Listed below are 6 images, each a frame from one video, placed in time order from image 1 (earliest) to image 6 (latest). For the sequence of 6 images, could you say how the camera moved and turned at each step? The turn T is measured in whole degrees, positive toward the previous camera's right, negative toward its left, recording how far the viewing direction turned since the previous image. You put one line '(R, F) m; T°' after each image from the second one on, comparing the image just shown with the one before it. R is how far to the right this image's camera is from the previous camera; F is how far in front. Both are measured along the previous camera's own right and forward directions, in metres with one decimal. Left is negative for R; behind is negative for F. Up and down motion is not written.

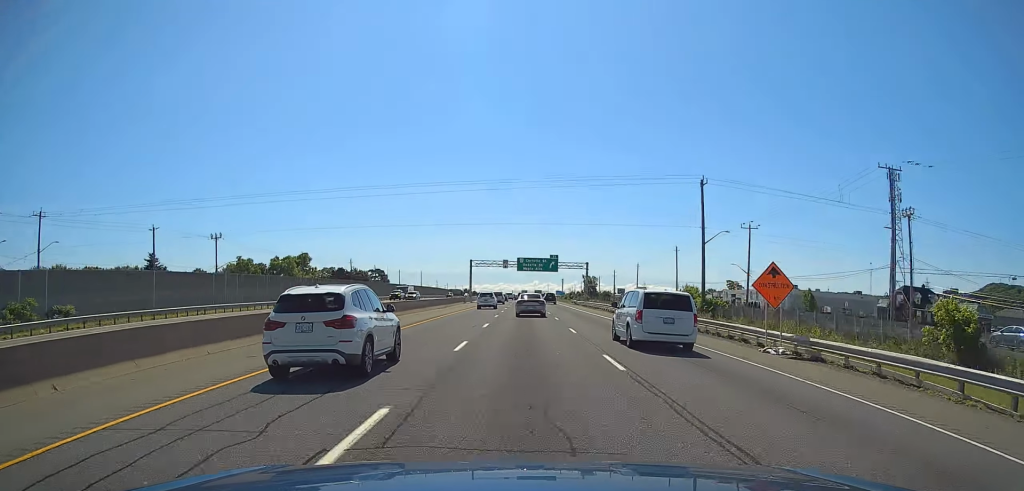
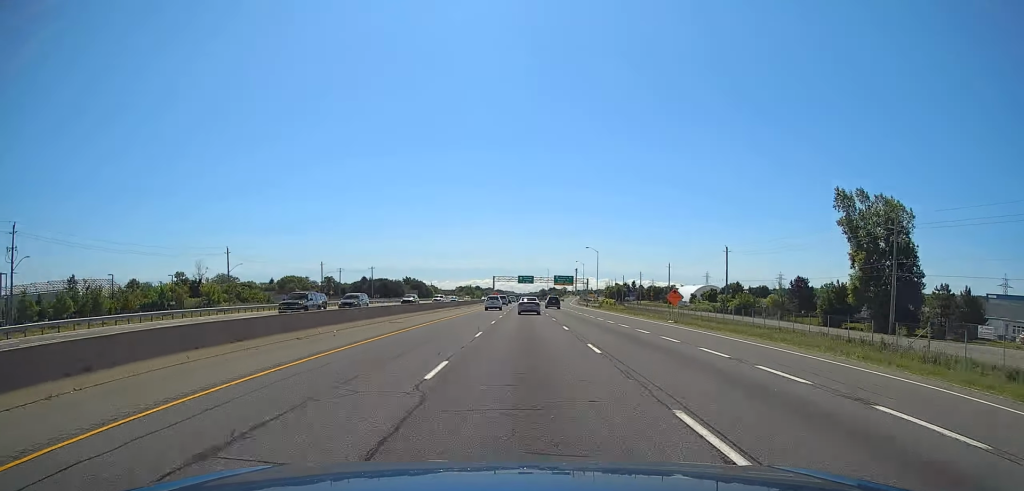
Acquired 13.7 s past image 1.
(-1.1, +357.9) m; 0°
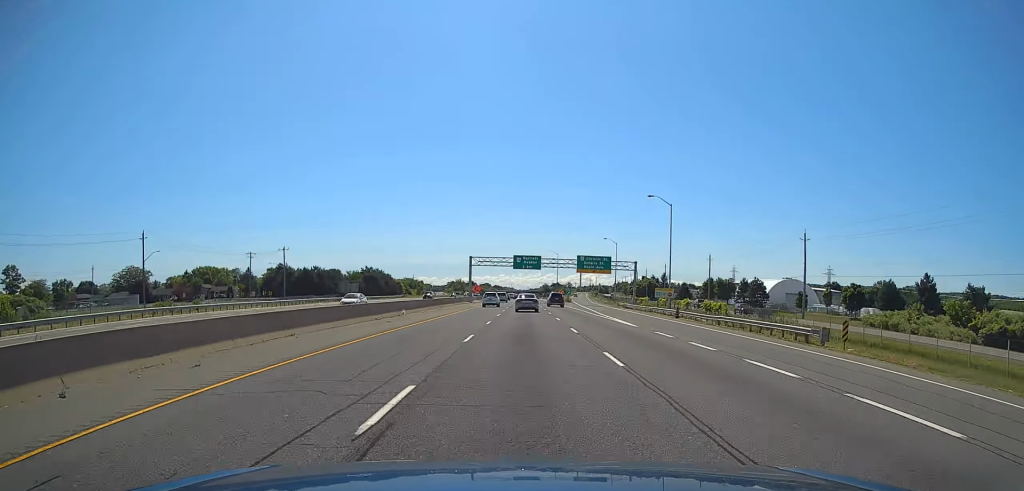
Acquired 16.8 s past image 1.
(0.0, +89.6) m; 0°
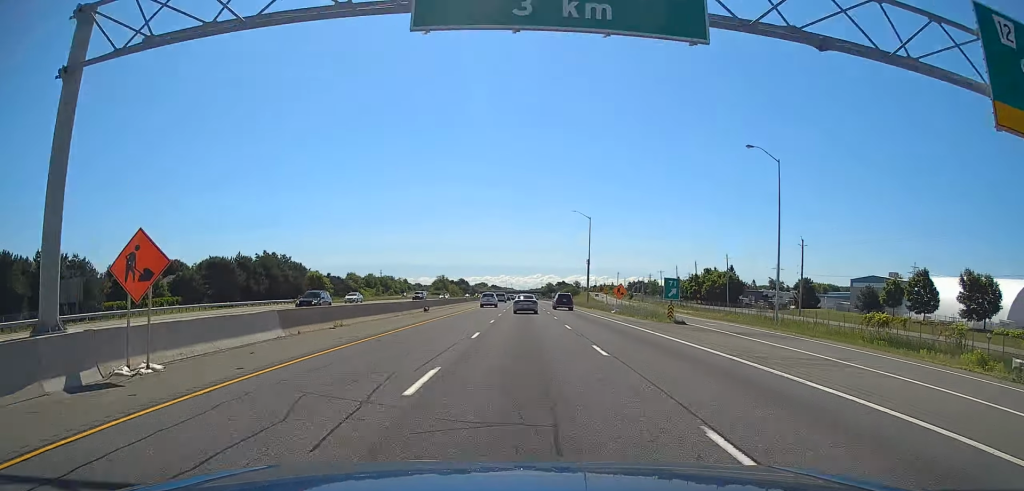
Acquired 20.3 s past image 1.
(0.0, +106.7) m; 0°
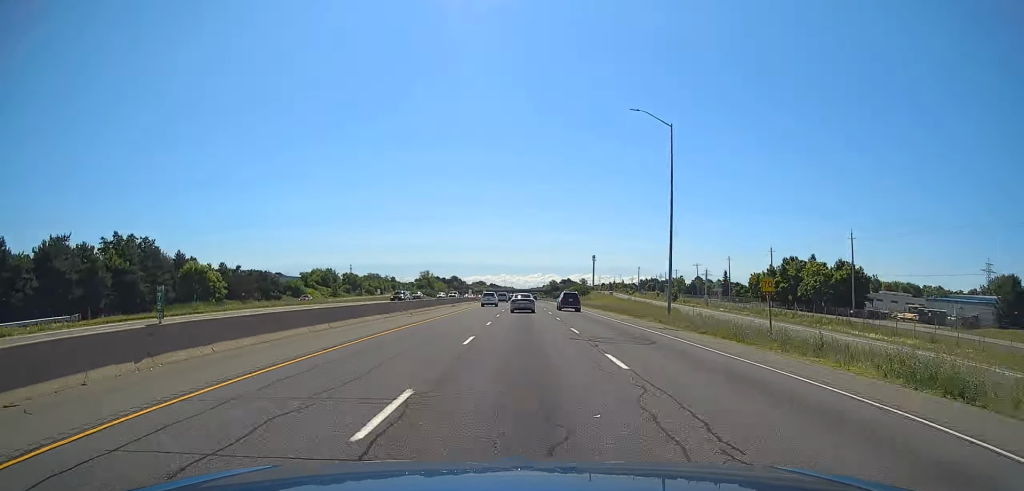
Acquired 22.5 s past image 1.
(+0.3, +62.4) m; 0°
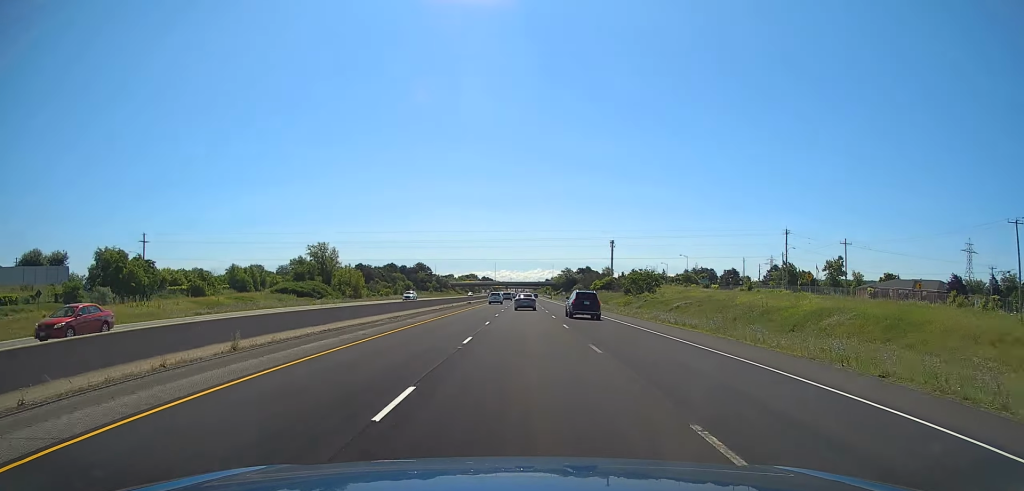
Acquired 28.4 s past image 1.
(+0.2, +171.0) m; 0°
